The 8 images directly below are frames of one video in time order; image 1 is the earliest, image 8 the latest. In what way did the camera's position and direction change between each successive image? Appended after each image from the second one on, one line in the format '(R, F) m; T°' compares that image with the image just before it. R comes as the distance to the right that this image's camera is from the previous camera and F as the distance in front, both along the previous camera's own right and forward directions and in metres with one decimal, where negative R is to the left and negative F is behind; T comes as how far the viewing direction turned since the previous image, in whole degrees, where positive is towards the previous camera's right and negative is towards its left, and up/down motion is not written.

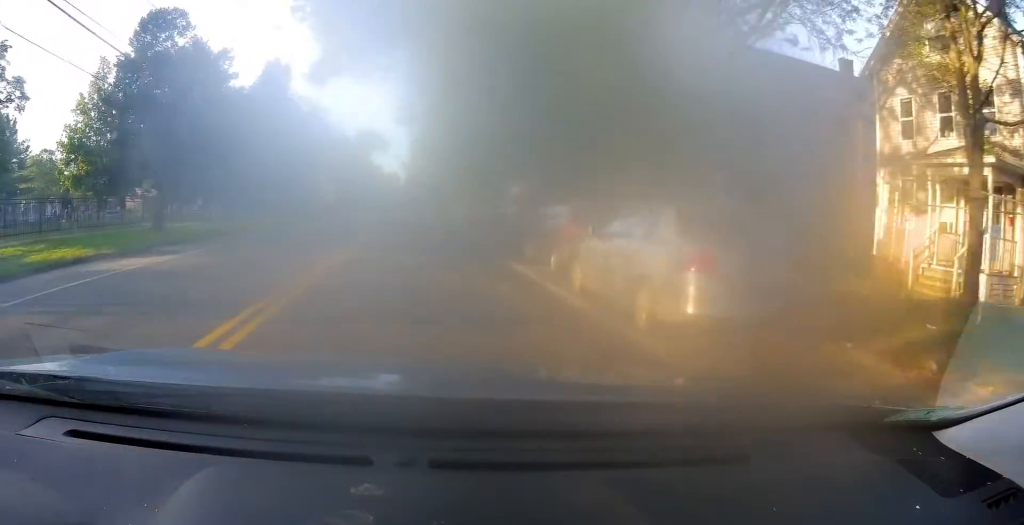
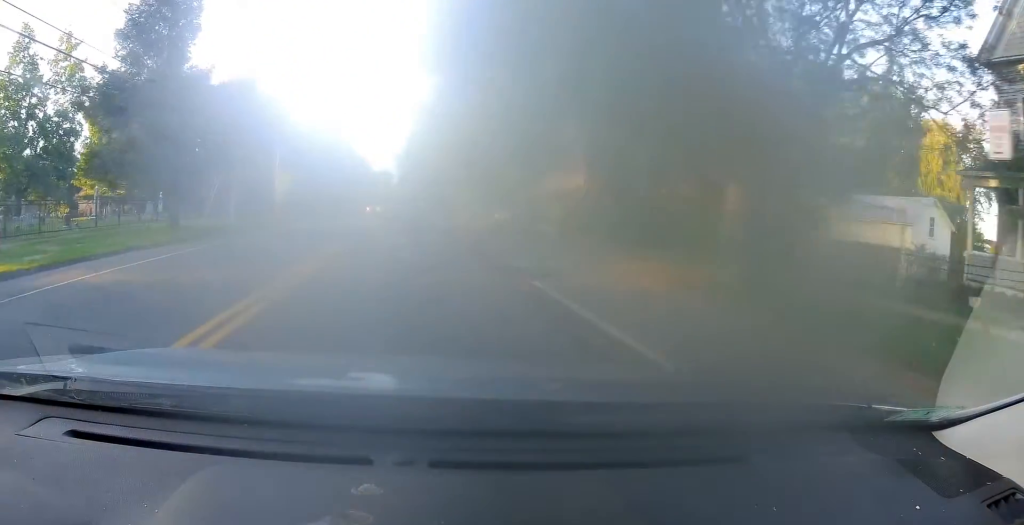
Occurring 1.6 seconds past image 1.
(0.0, +18.6) m; +2°
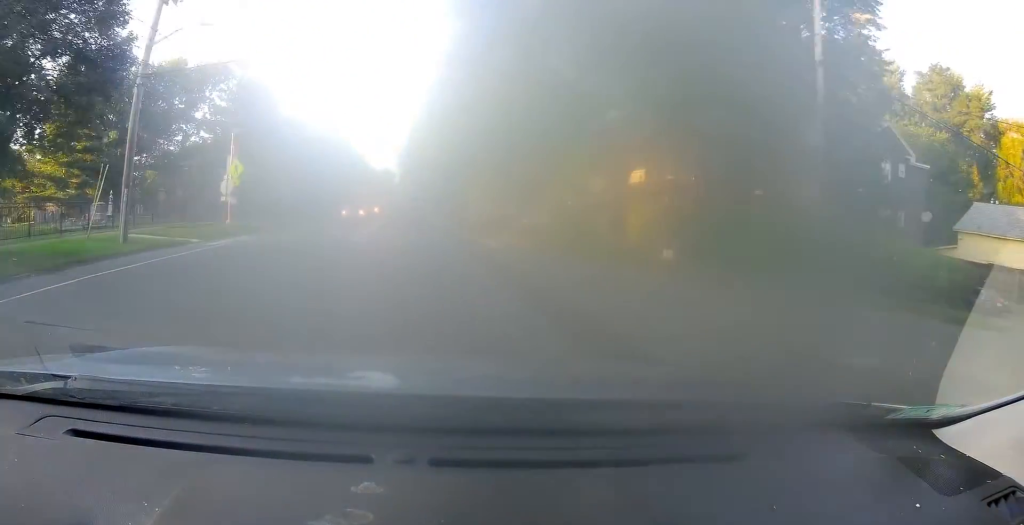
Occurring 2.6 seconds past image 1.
(+0.4, +13.6) m; 0°
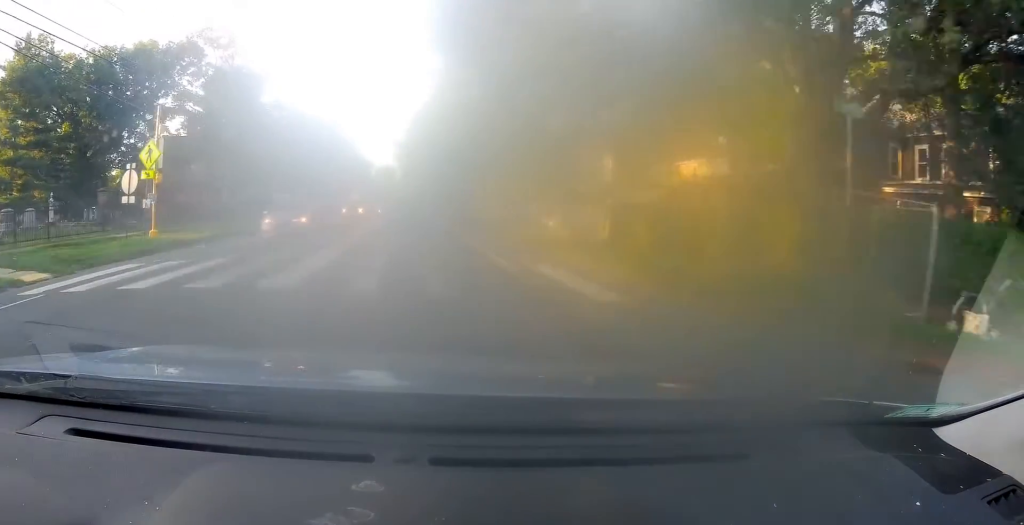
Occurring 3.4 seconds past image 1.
(-0.3, +10.8) m; -1°
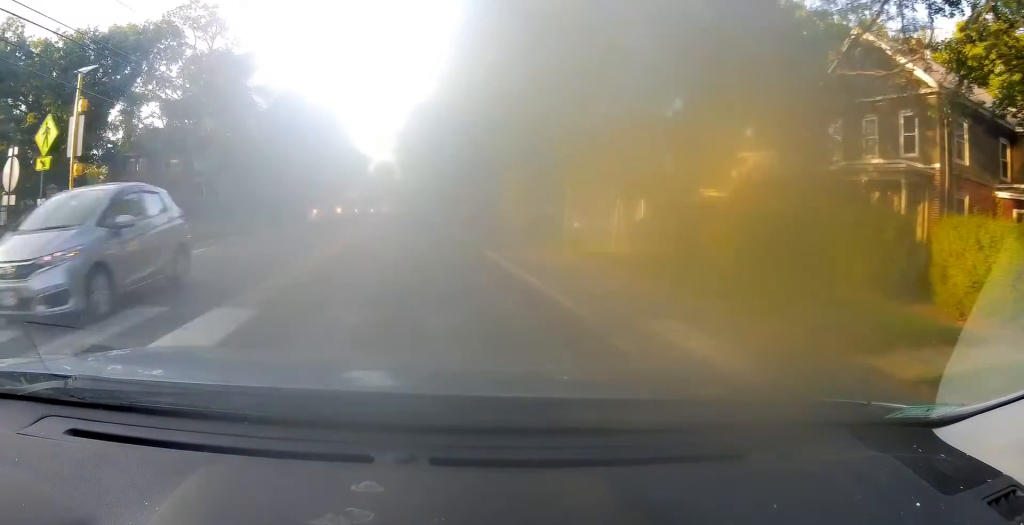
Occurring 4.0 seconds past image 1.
(-0.1, +7.3) m; 0°
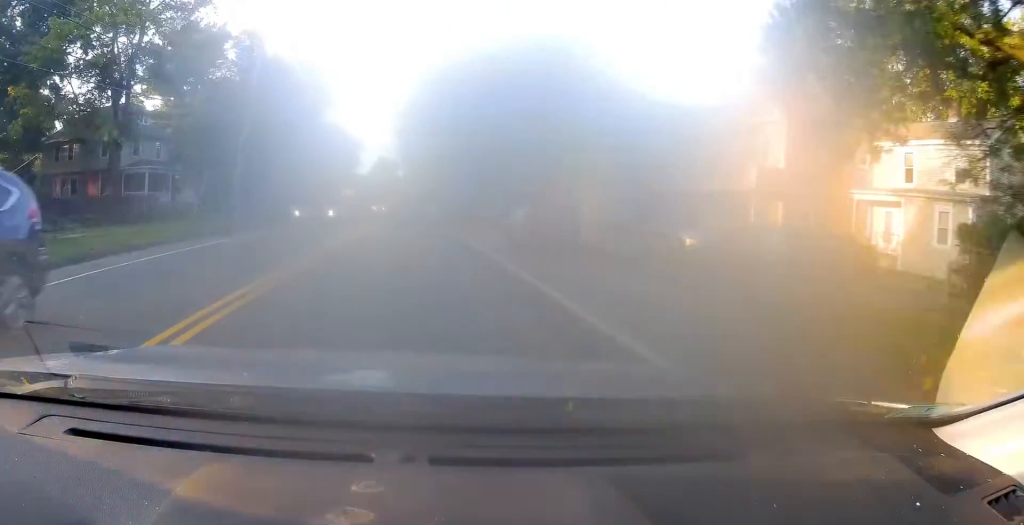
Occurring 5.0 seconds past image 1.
(0.0, +14.8) m; 0°
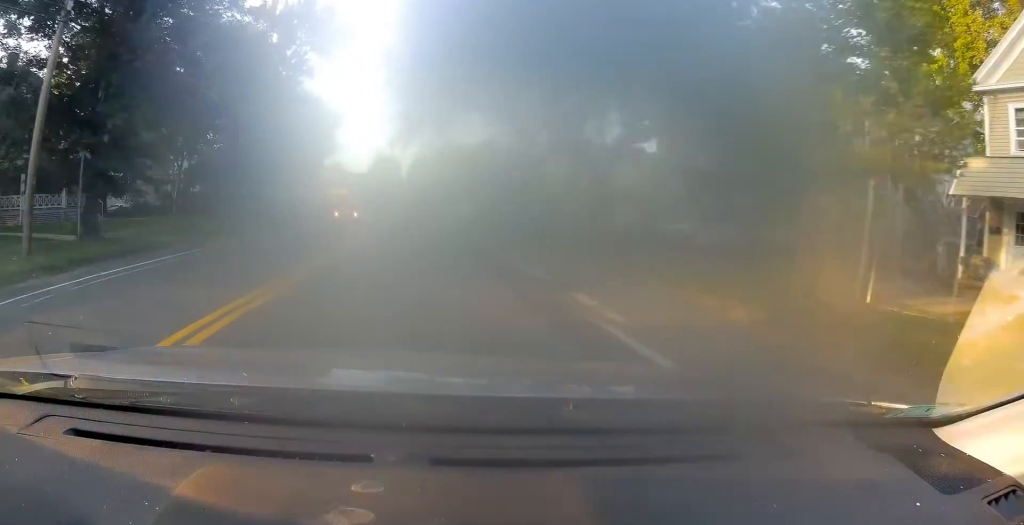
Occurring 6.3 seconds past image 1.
(0.0, +17.8) m; +1°
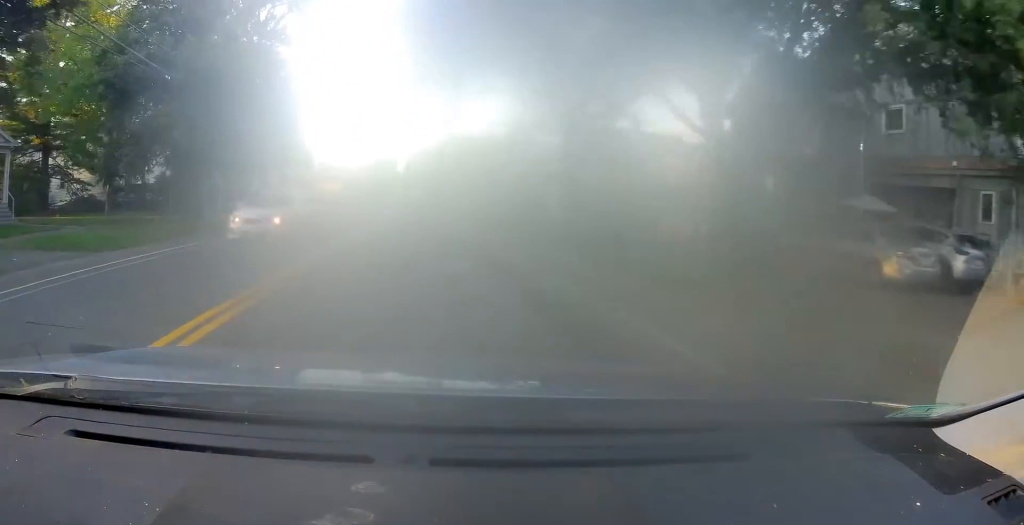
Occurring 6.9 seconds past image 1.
(0.0, +9.4) m; +1°
